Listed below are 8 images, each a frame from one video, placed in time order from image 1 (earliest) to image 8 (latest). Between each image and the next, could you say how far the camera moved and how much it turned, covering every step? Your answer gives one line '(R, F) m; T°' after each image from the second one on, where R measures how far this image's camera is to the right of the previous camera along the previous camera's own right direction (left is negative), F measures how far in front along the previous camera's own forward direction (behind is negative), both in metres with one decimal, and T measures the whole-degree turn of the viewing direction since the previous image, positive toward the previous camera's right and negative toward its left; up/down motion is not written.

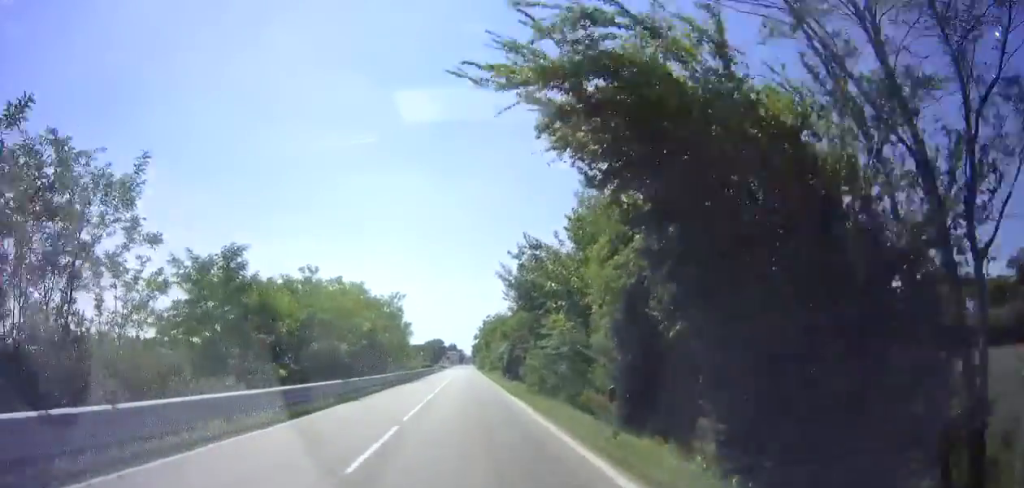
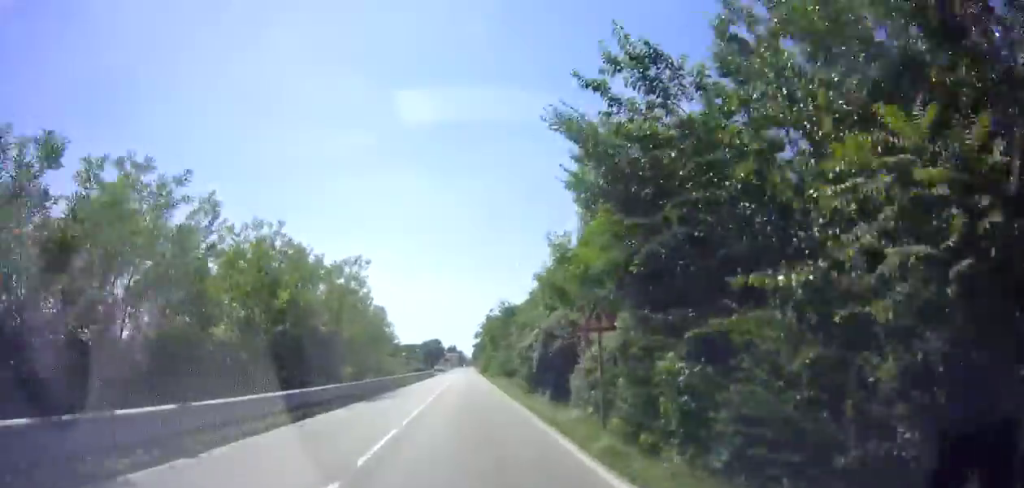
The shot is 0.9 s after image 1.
(-0.1, +16.7) m; -1°
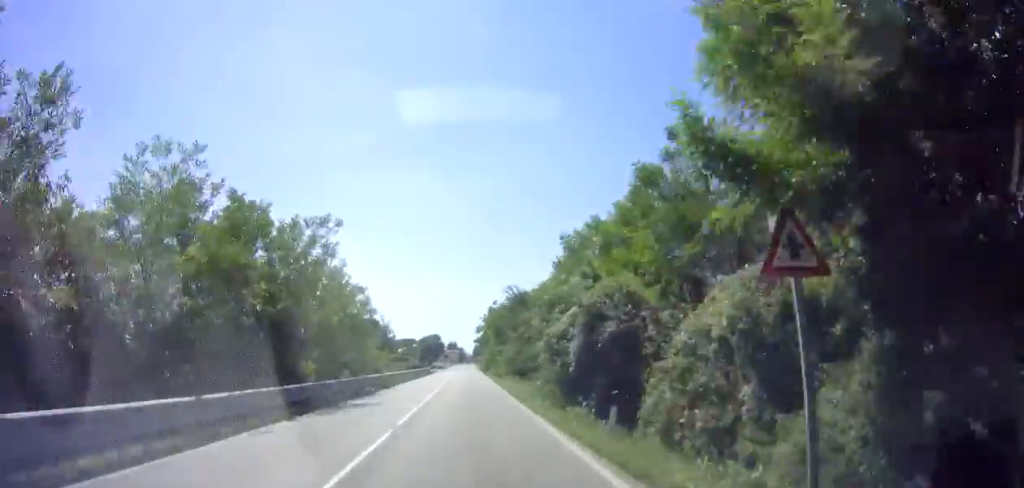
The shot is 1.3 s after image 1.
(-0.2, +8.1) m; 0°
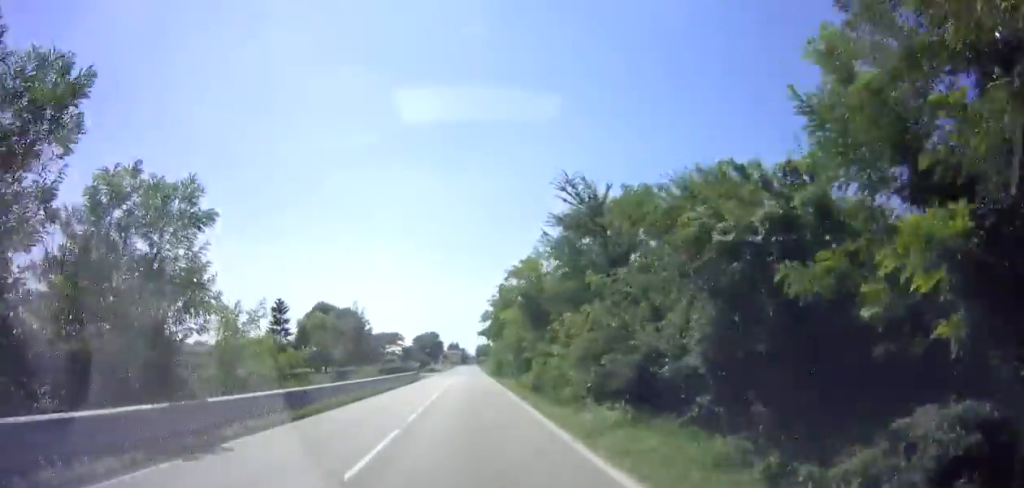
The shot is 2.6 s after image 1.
(+0.3, +22.7) m; +1°
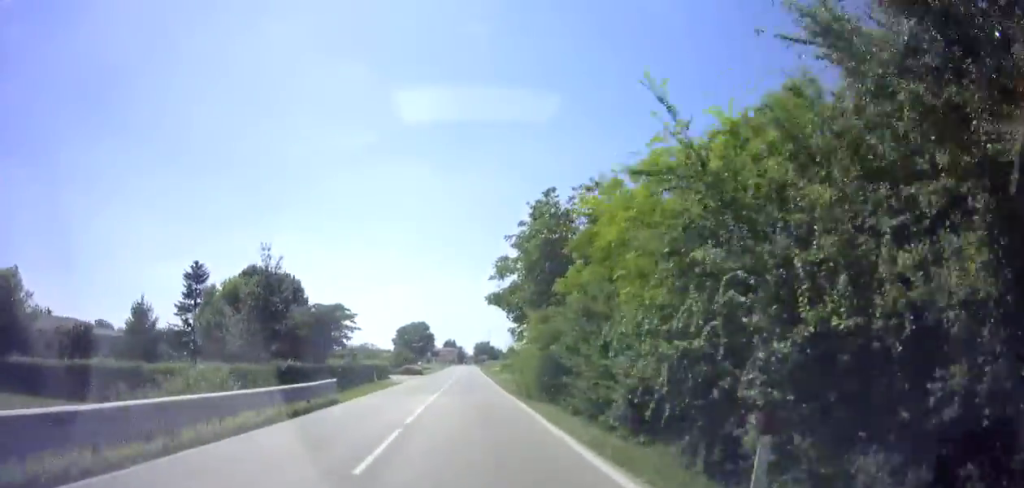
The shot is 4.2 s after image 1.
(0.0, +29.4) m; 0°
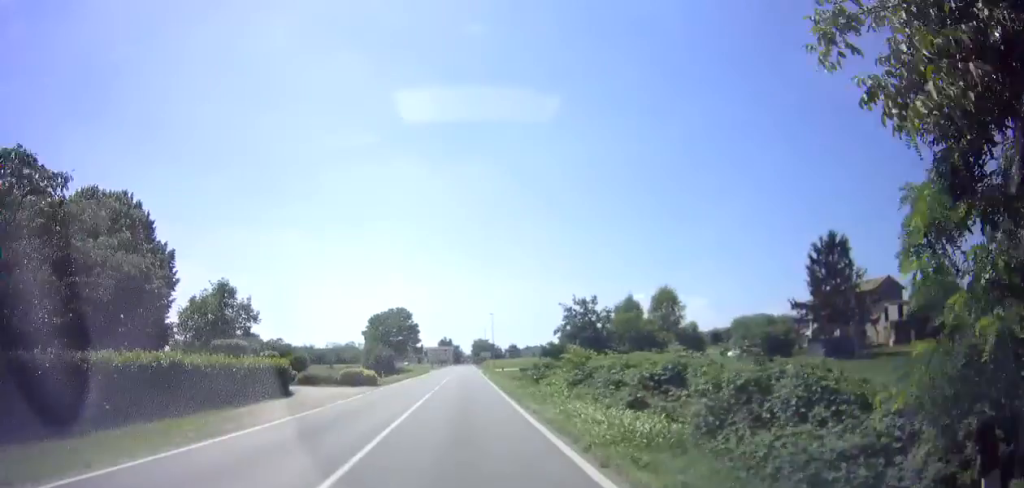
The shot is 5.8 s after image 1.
(0.0, +29.9) m; 0°
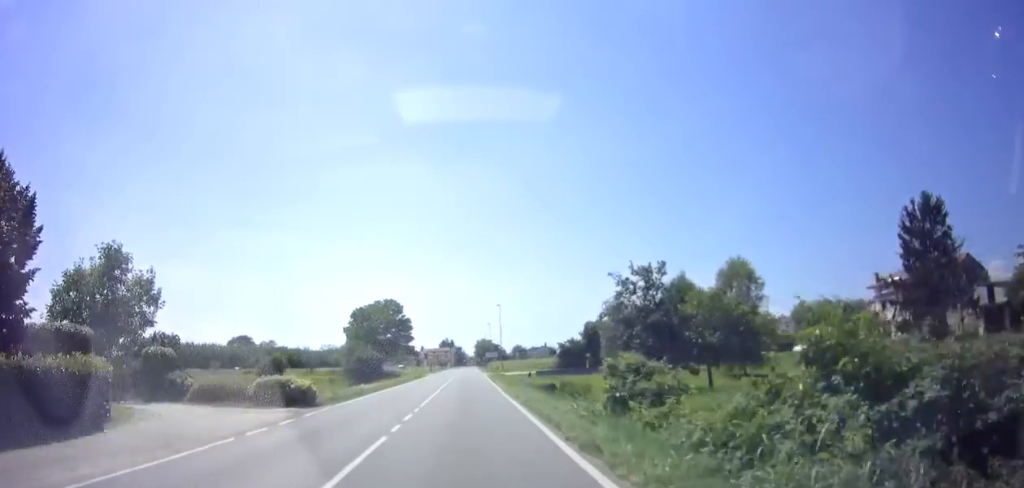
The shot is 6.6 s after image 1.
(0.0, +14.5) m; 0°
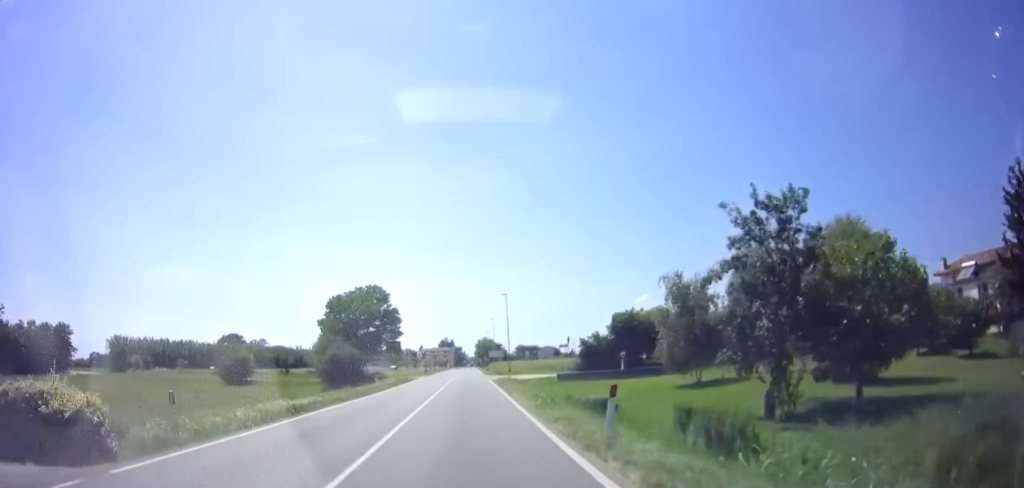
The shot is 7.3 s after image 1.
(0.0, +12.6) m; 0°
